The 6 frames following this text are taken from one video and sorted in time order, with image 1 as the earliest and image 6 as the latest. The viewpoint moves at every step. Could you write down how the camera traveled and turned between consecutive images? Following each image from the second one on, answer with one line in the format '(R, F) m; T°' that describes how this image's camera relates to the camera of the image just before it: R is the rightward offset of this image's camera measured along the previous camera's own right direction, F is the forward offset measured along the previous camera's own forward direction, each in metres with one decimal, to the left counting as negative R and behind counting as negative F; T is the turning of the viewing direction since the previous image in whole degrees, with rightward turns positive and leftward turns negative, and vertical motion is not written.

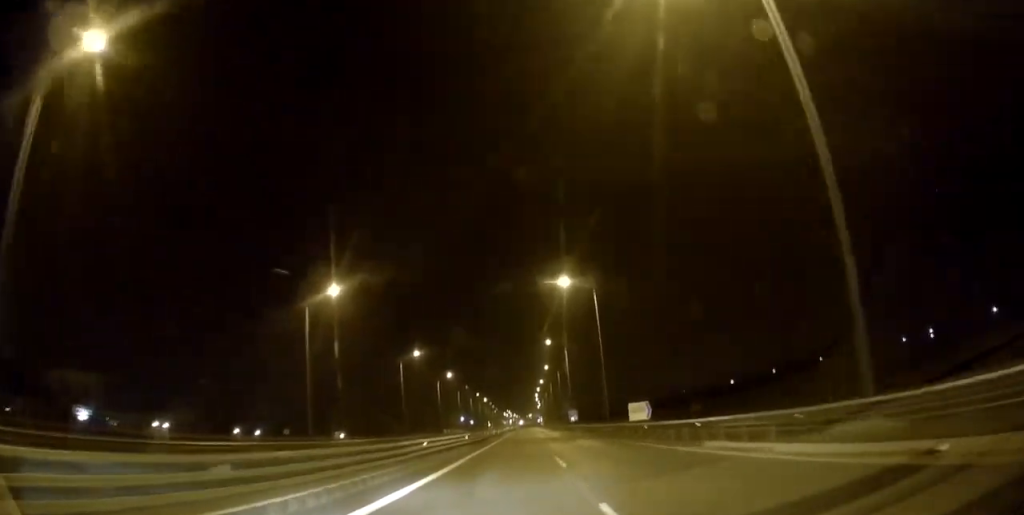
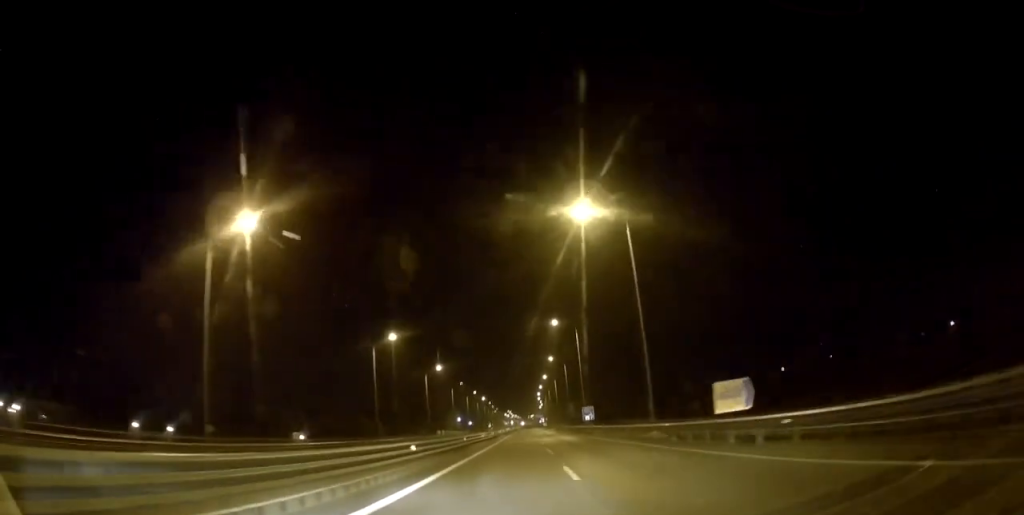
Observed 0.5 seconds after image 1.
(+0.2, +16.6) m; 0°
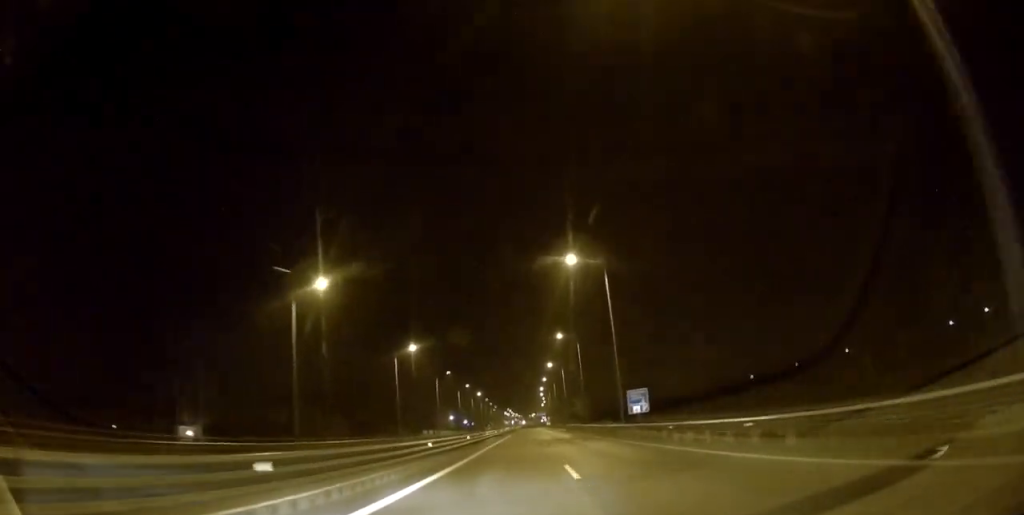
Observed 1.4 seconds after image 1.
(+0.1, +24.7) m; 0°
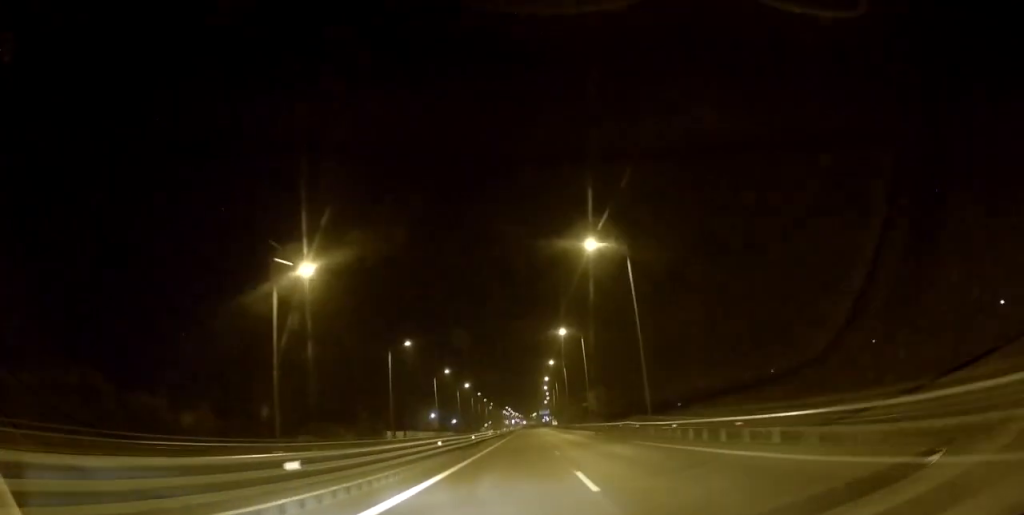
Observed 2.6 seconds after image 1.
(-0.3, +39.4) m; 0°
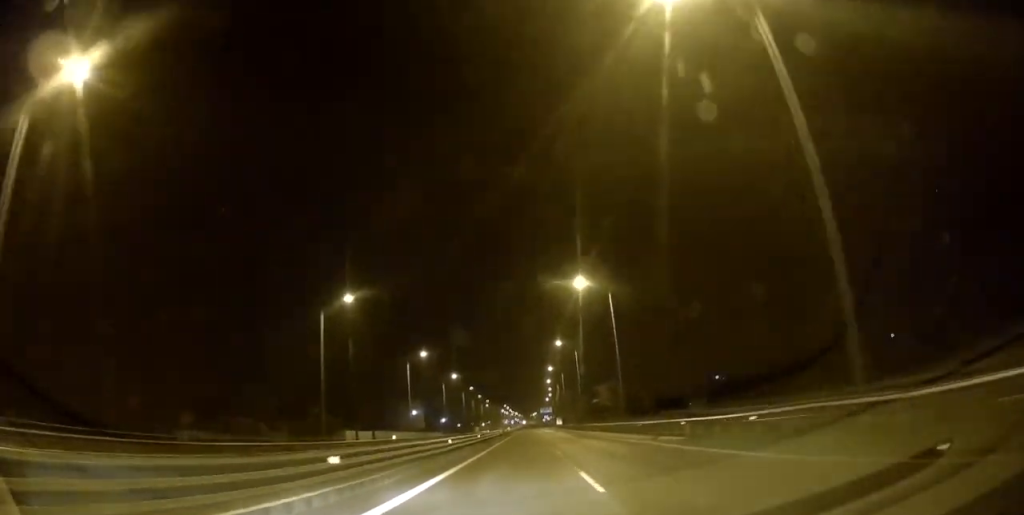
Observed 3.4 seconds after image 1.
(+0.1, +24.7) m; 0°
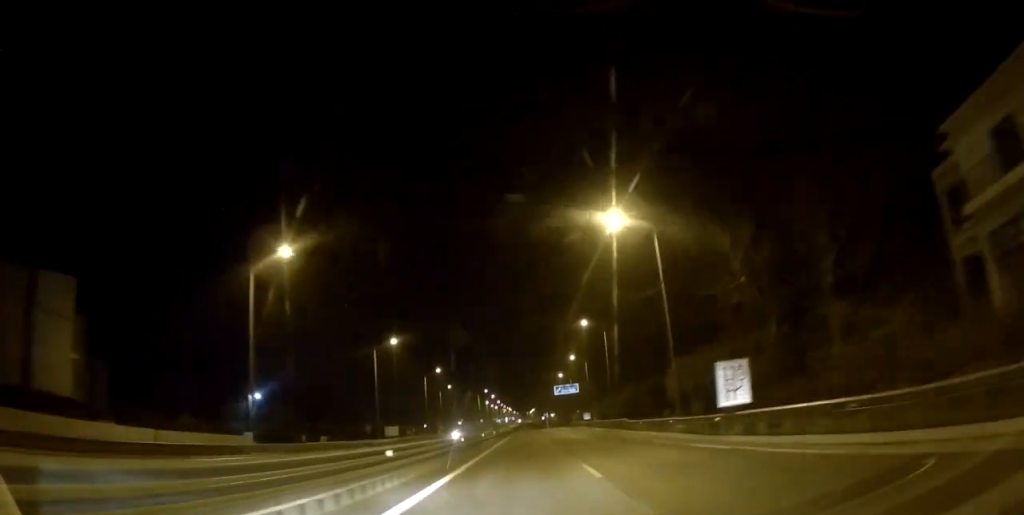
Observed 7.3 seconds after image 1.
(+0.1, +119.6) m; 0°
